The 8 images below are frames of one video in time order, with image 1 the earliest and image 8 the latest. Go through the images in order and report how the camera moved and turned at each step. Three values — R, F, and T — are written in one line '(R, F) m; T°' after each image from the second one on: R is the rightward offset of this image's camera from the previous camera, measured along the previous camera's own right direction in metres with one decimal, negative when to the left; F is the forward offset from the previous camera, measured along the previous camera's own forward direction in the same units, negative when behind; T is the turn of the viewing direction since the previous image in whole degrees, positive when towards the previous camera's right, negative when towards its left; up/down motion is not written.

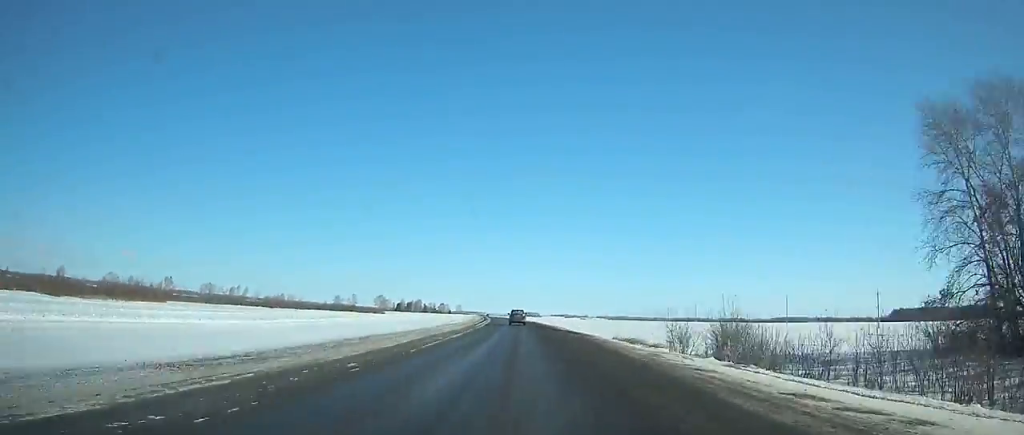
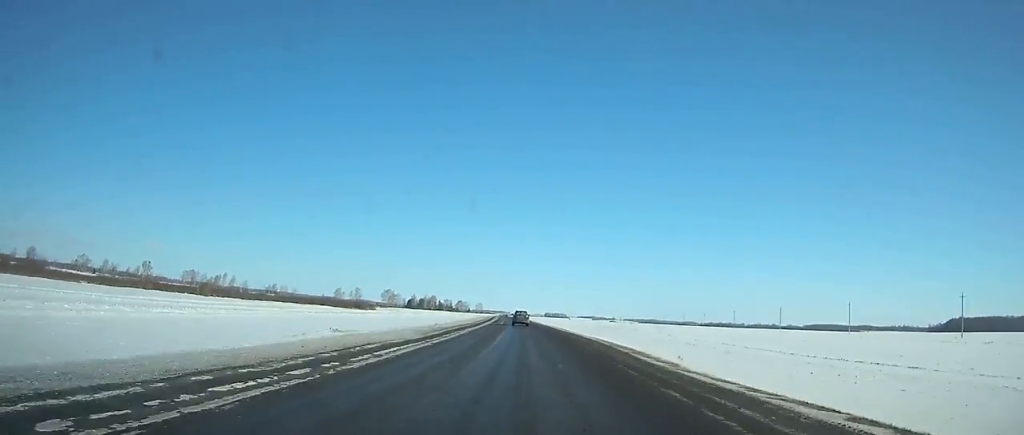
(-1.8, +76.0) m; -2°
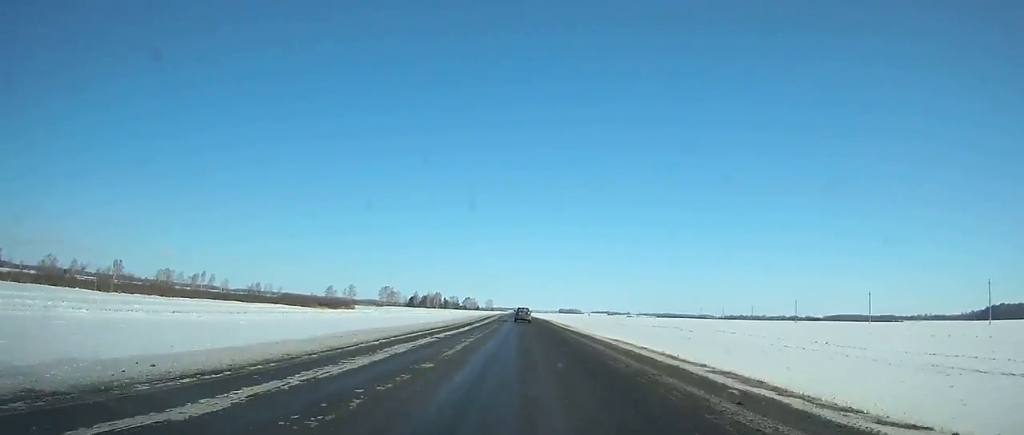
(-0.6, +55.1) m; -1°
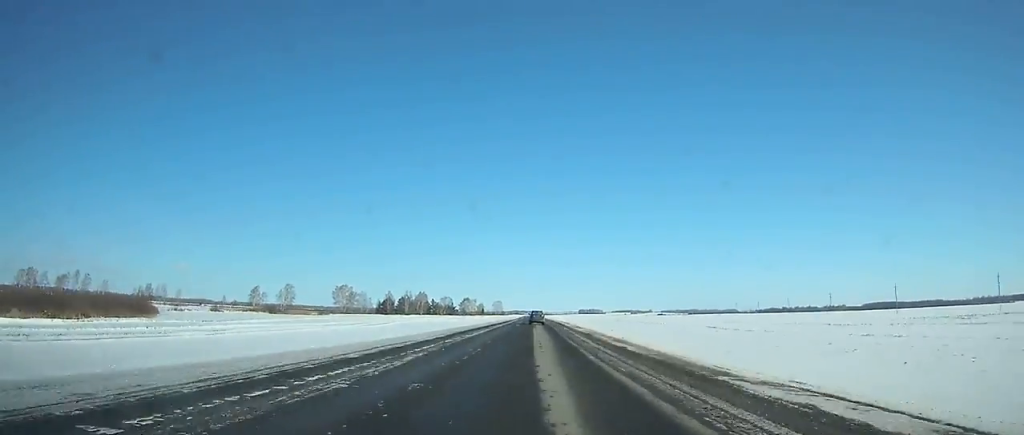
(-2.9, +156.2) m; -1°
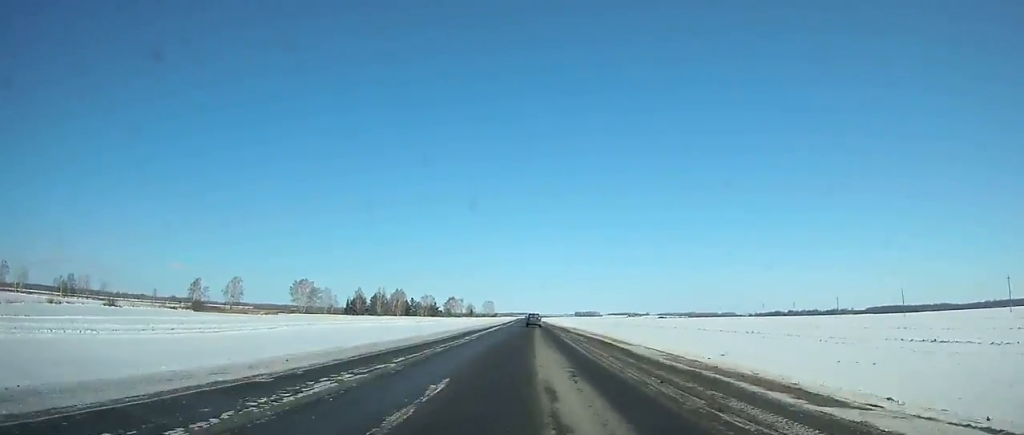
(+0.2, +57.0) m; 0°
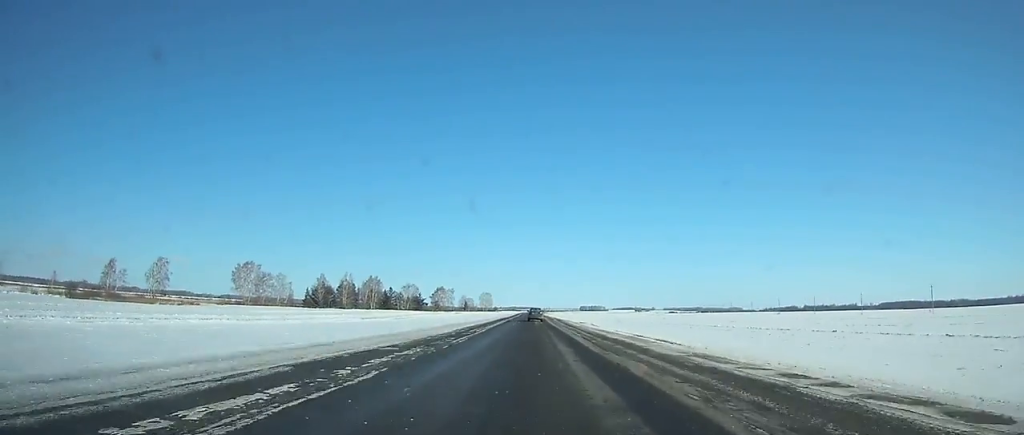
(-0.1, +62.2) m; 0°
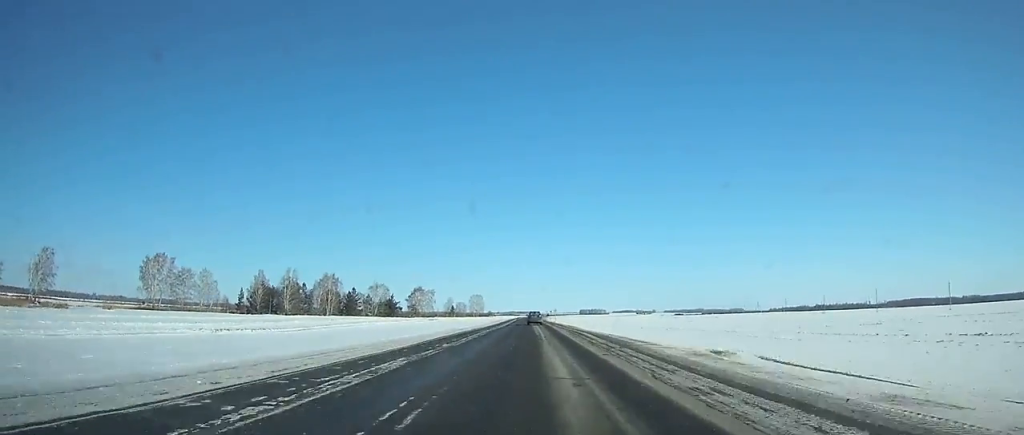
(+0.1, +58.0) m; 0°
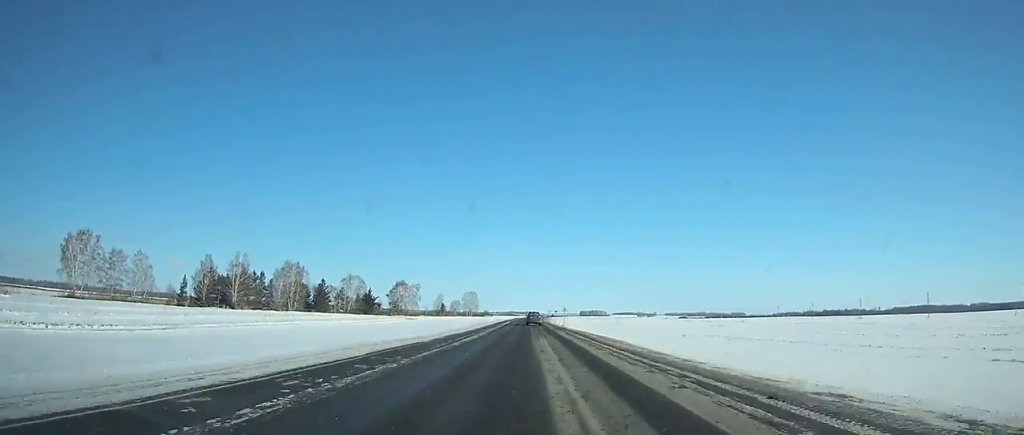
(+0.1, +34.9) m; 0°
